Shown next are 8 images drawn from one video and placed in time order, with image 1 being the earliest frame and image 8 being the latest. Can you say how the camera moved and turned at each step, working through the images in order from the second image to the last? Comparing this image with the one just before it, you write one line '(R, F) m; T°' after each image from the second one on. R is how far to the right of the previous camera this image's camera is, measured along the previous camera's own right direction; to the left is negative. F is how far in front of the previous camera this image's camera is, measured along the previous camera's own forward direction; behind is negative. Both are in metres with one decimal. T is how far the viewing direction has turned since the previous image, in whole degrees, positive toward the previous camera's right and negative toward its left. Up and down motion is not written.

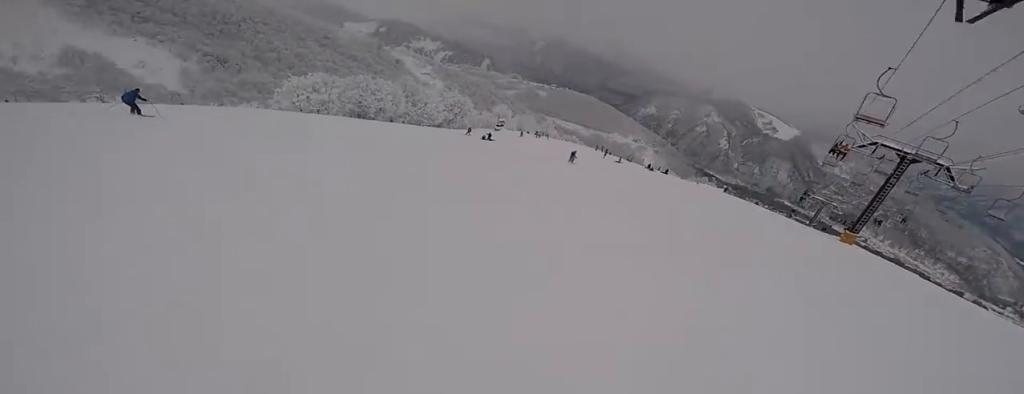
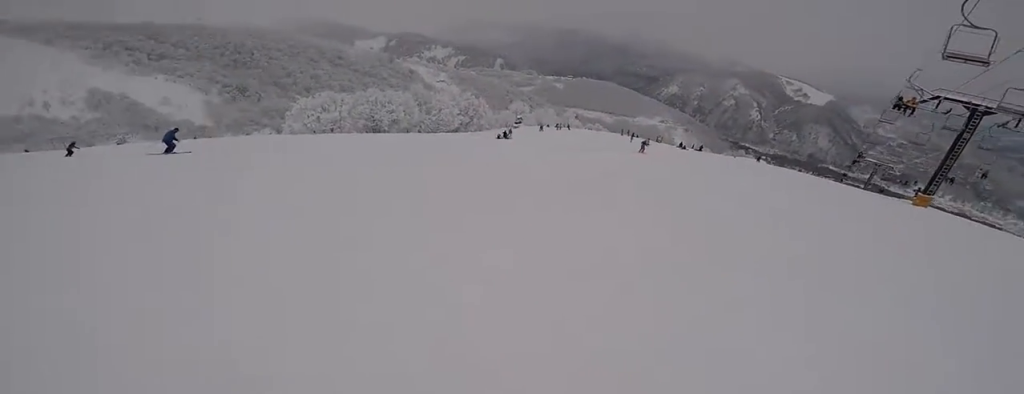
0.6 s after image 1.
(-0.1, +2.8) m; -12°
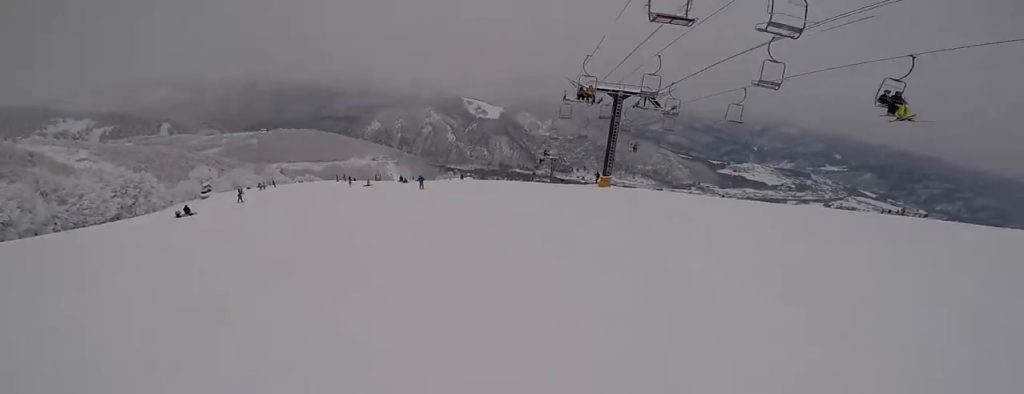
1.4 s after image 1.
(-0.7, +3.6) m; +20°
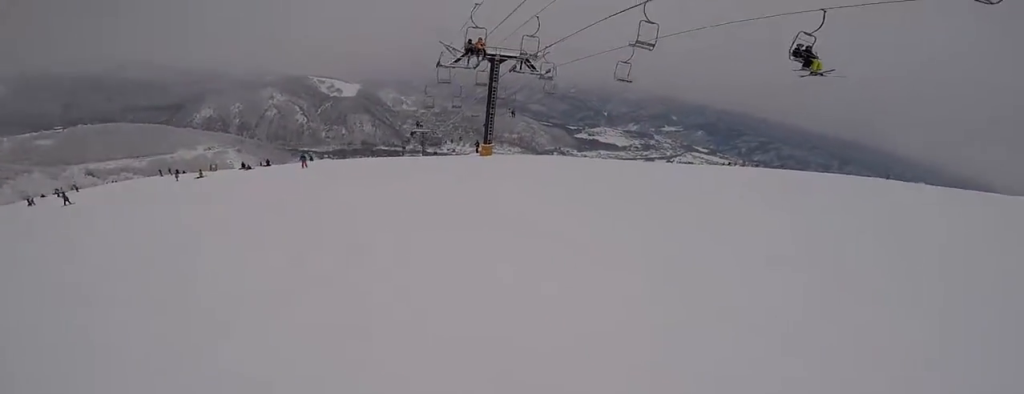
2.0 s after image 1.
(+0.1, +2.0) m; +13°
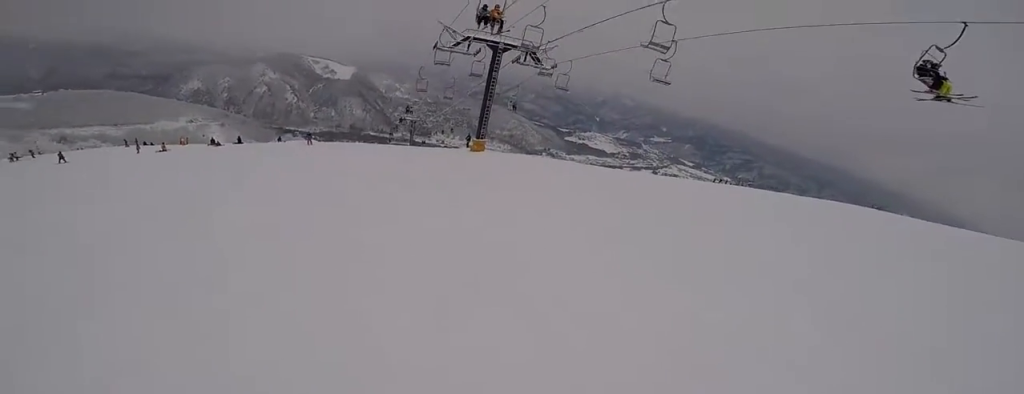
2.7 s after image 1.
(+2.2, +2.6) m; +7°
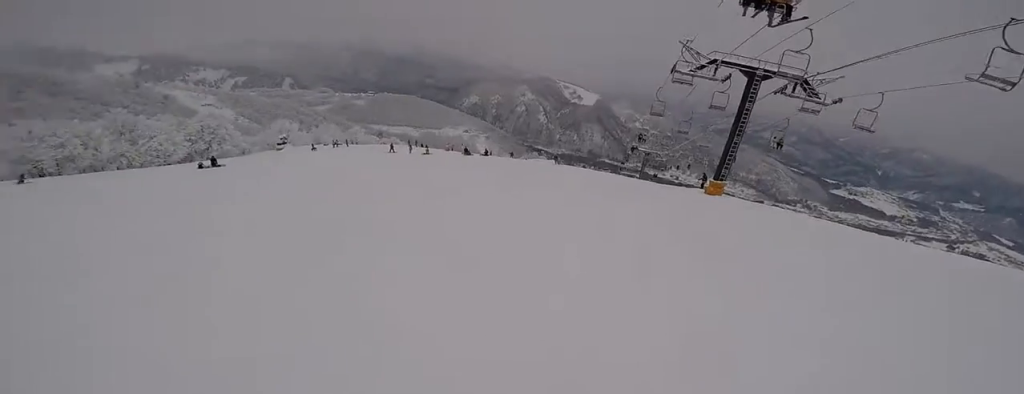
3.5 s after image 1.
(-2.0, +3.2) m; -31°
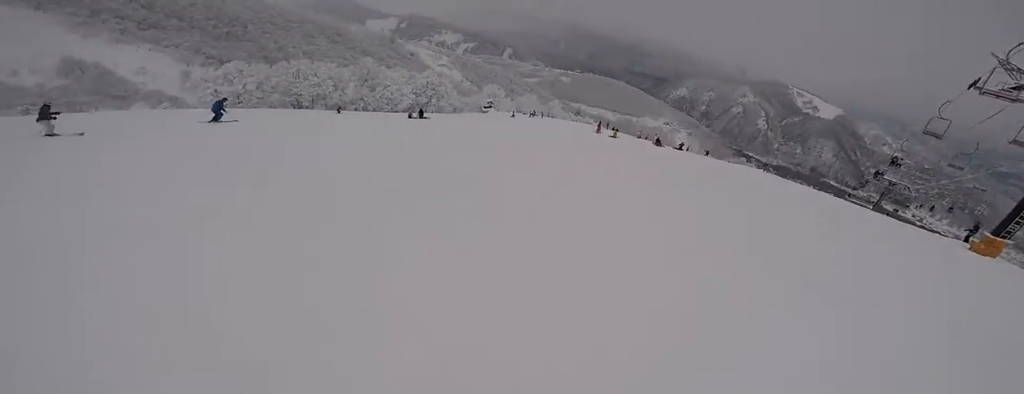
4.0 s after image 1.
(-0.4, +2.3) m; -7°
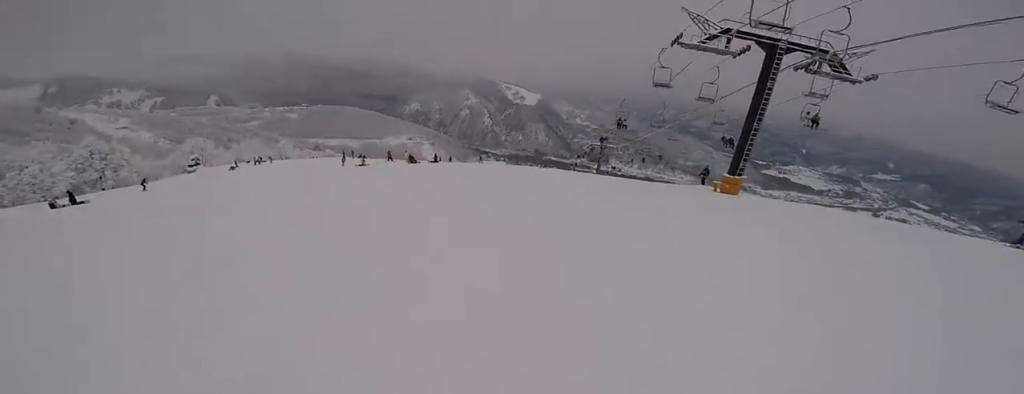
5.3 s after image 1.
(+0.3, +5.4) m; +13°
